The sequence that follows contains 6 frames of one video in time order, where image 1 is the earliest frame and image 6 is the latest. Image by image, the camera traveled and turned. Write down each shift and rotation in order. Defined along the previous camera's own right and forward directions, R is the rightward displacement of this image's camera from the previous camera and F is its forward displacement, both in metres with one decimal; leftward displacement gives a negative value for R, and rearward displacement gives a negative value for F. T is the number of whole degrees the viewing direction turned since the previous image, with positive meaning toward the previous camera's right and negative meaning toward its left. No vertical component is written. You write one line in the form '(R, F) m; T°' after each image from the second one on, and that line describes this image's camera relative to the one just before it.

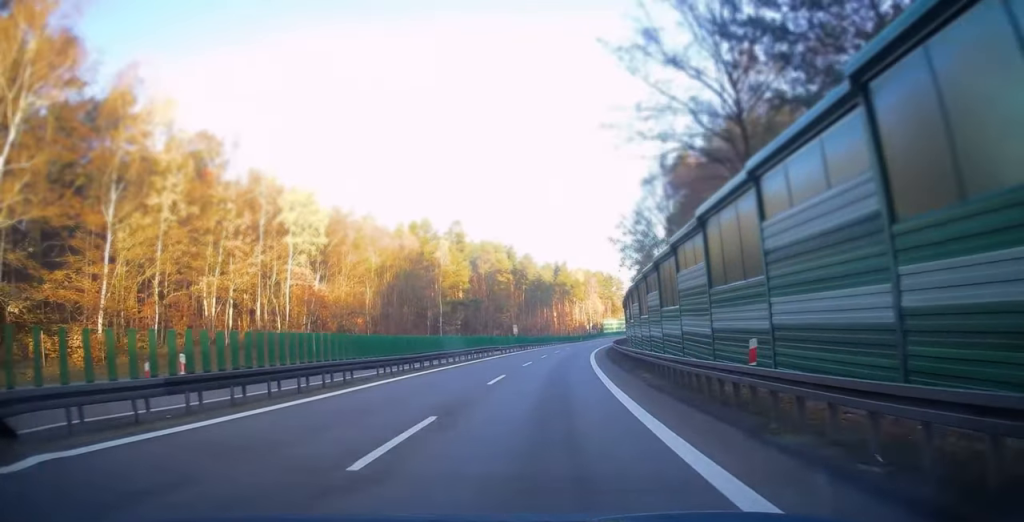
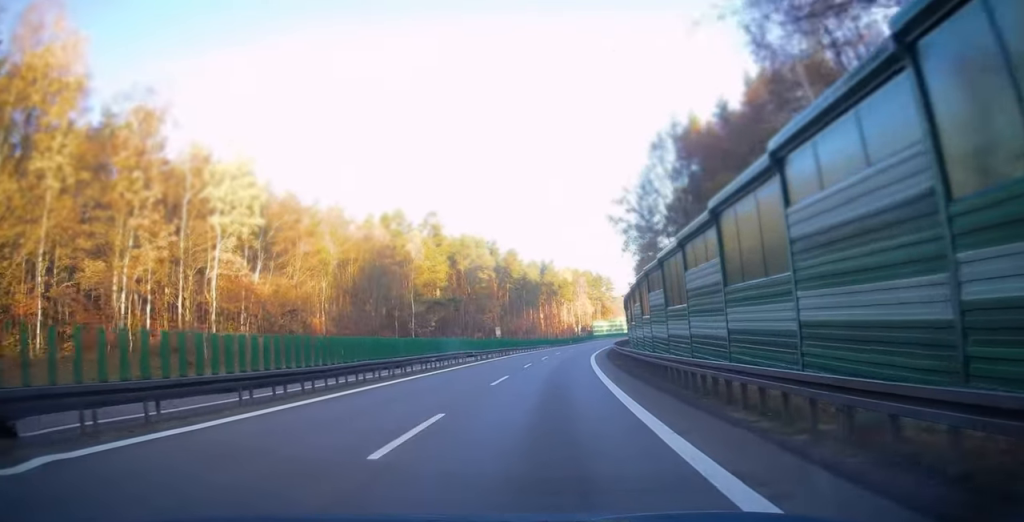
(+0.1, +11.4) m; +1°
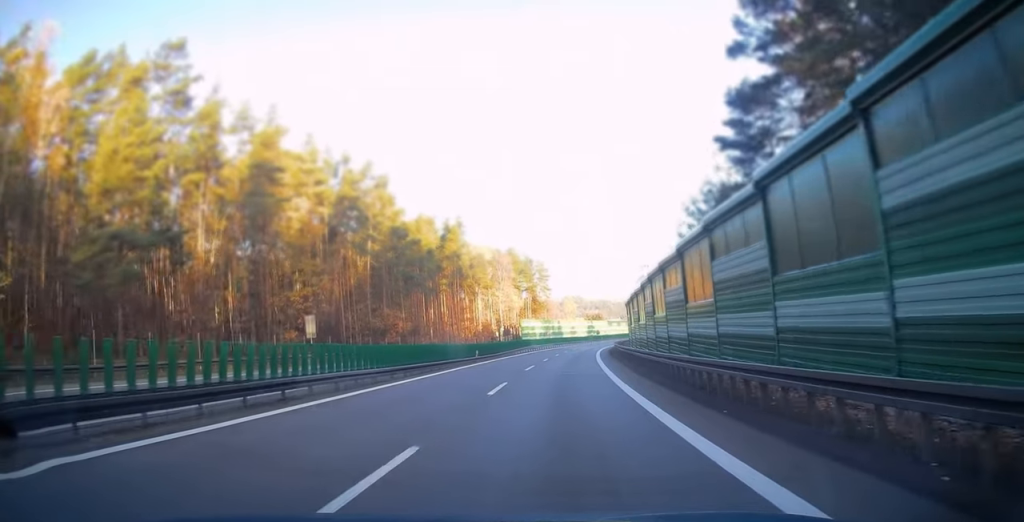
(+3.6, +63.3) m; +7°
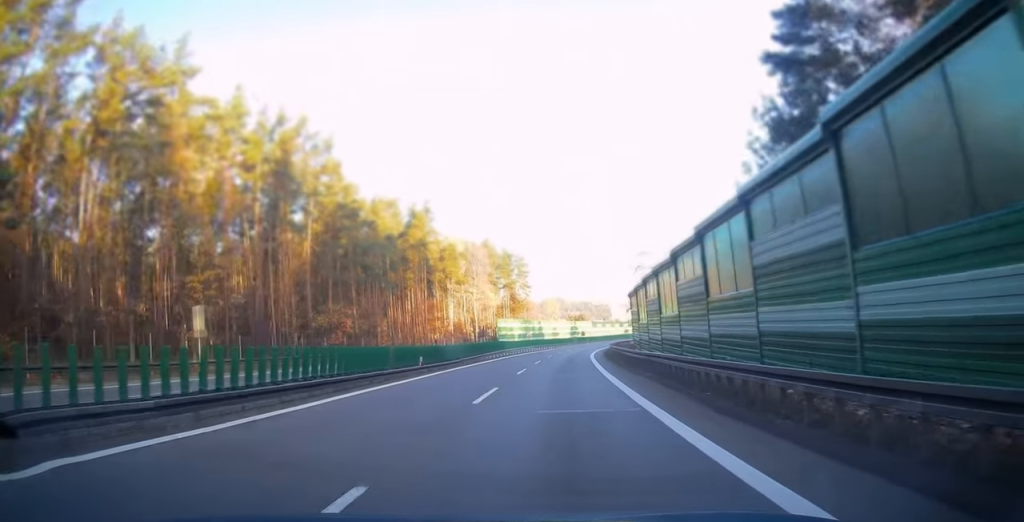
(+0.4, +14.0) m; +2°
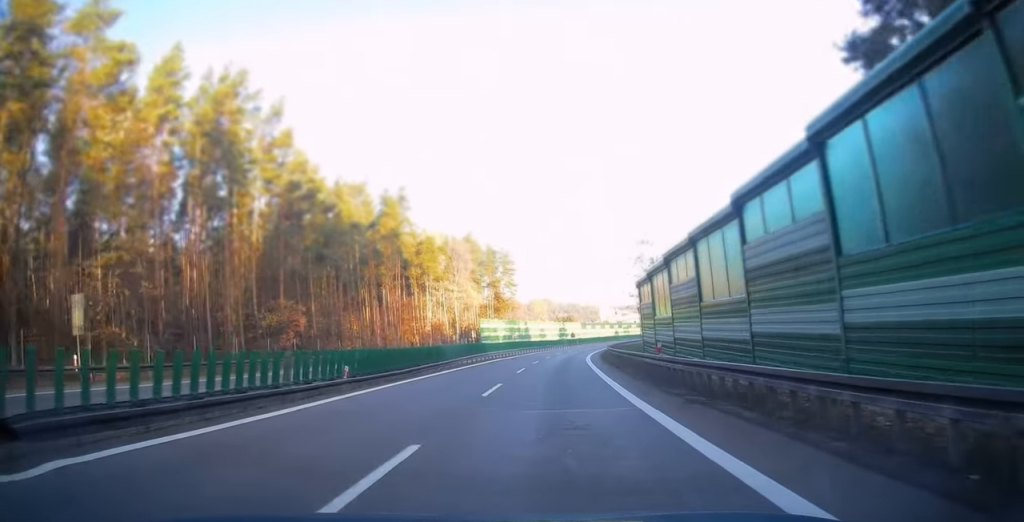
(+0.1, +9.6) m; +1°
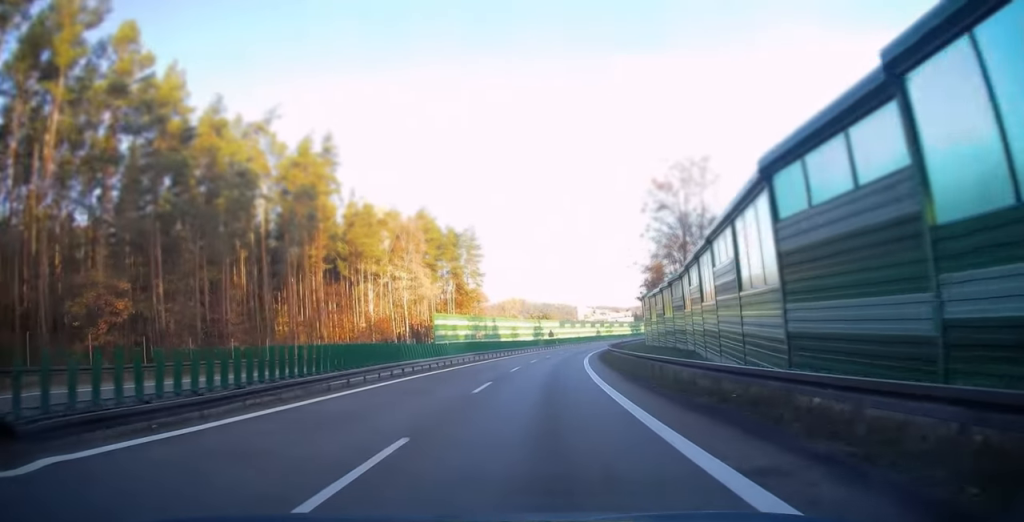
(+0.4, +23.2) m; +2°
